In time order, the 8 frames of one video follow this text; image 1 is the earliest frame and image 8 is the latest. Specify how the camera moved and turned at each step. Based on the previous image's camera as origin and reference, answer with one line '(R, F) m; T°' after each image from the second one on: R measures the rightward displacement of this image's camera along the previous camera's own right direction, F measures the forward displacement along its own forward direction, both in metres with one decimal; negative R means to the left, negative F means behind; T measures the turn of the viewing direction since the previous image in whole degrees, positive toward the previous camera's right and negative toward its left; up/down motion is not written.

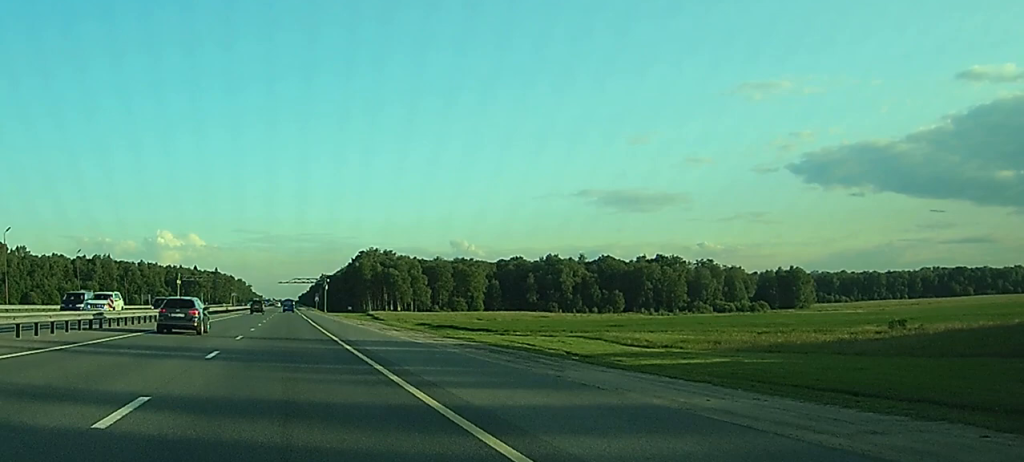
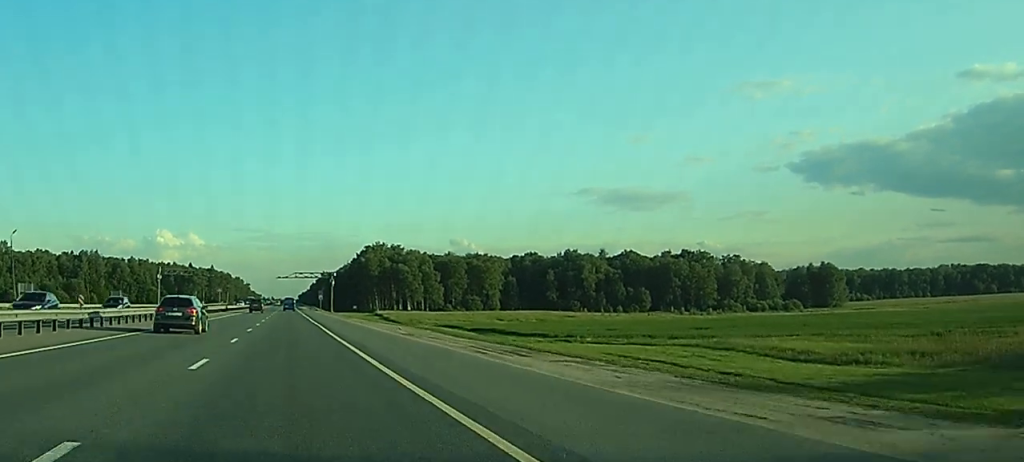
(0.0, +28.9) m; 0°
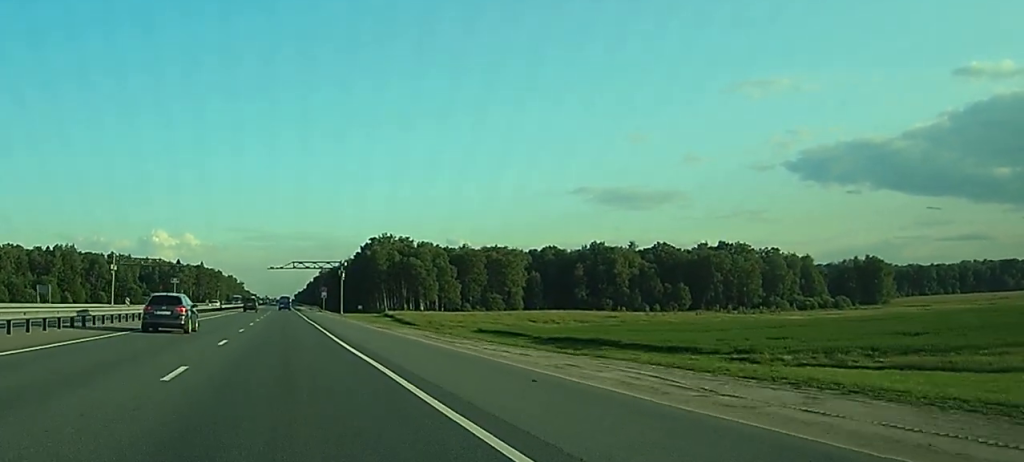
(+0.1, +39.9) m; +1°
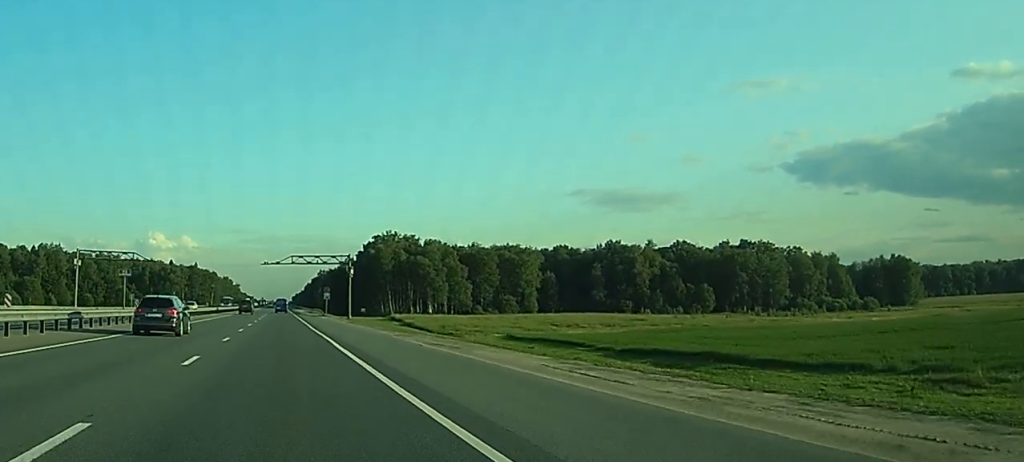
(+0.1, +20.3) m; 0°
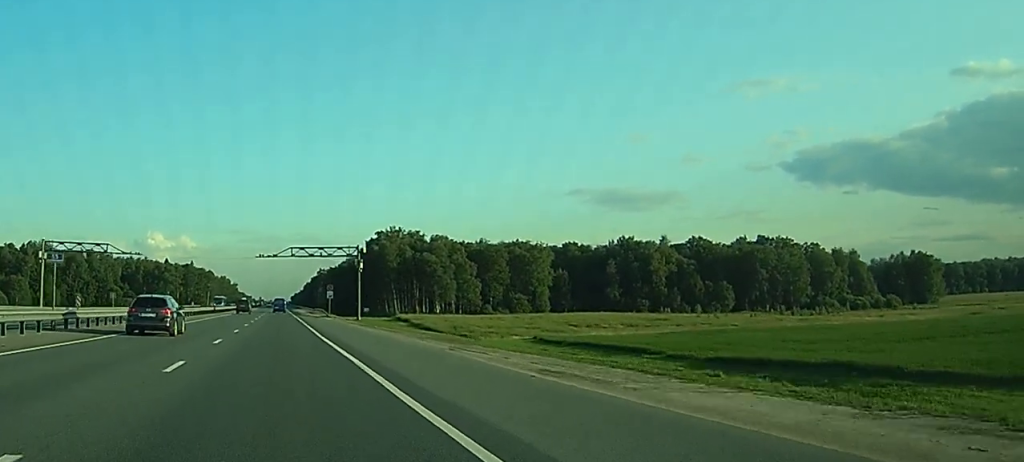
(0.0, +14.3) m; 0°
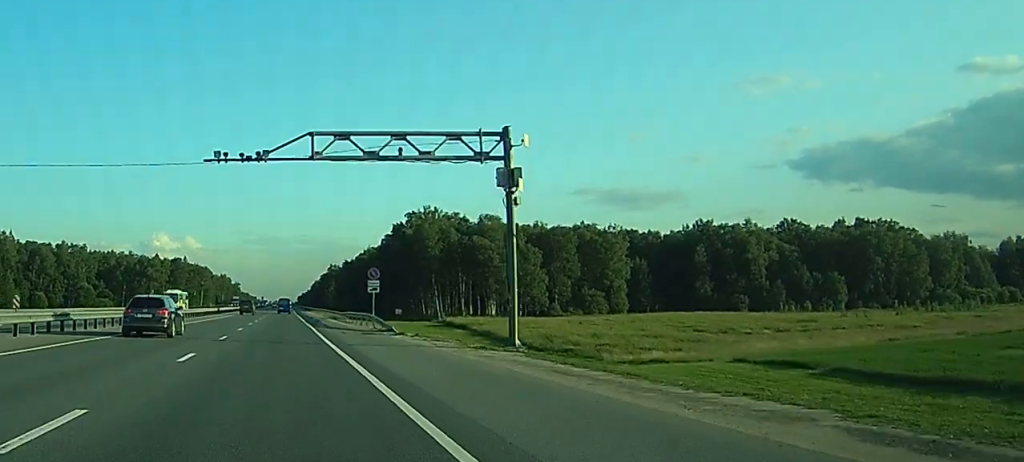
(-0.1, +57.9) m; -1°
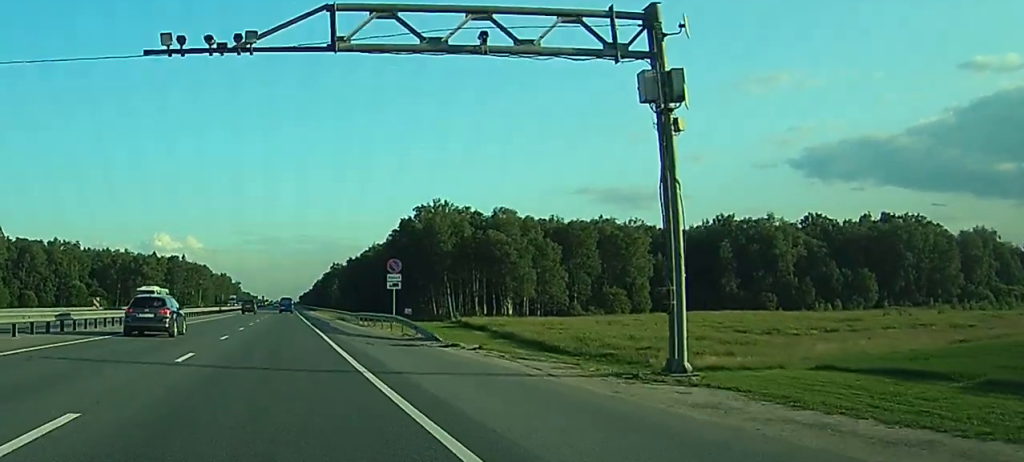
(-0.1, +12.5) m; 0°
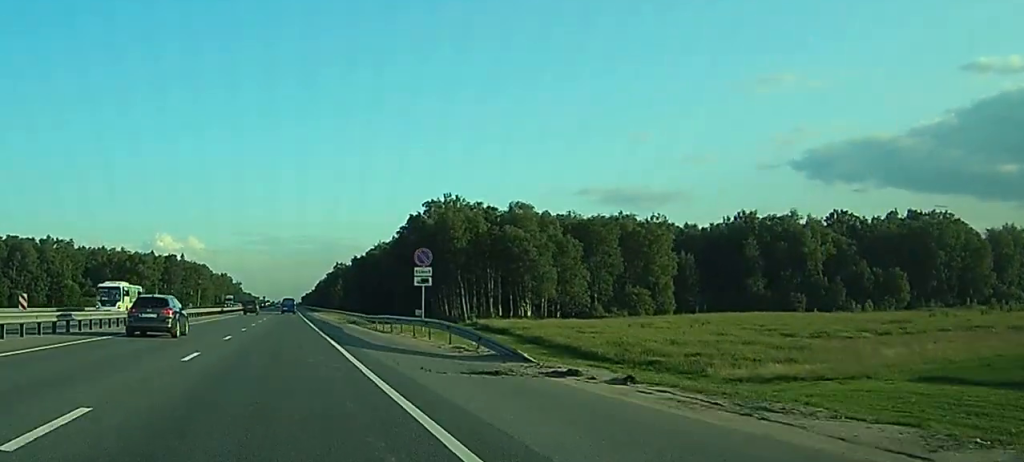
(0.0, +11.7) m; 0°
